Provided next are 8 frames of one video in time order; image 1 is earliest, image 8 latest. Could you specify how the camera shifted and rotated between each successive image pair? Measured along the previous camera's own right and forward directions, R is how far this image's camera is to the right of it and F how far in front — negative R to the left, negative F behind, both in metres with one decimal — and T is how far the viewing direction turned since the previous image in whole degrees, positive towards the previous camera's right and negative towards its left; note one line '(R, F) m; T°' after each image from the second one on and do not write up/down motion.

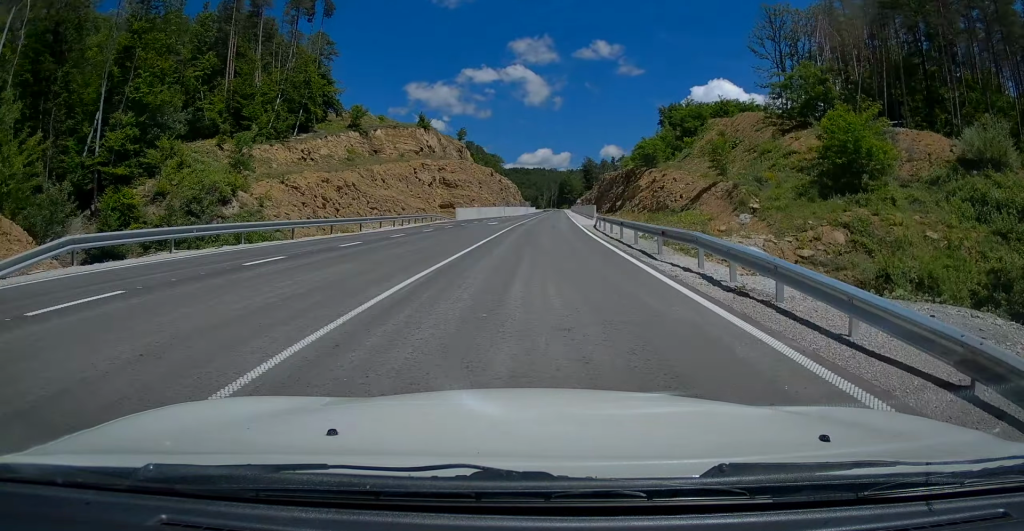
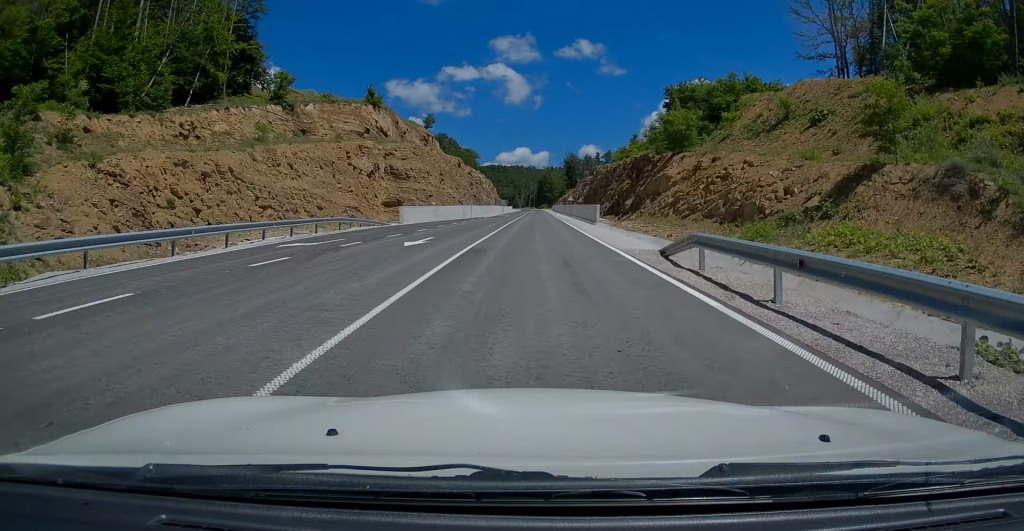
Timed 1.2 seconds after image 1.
(+0.3, +23.6) m; +2°
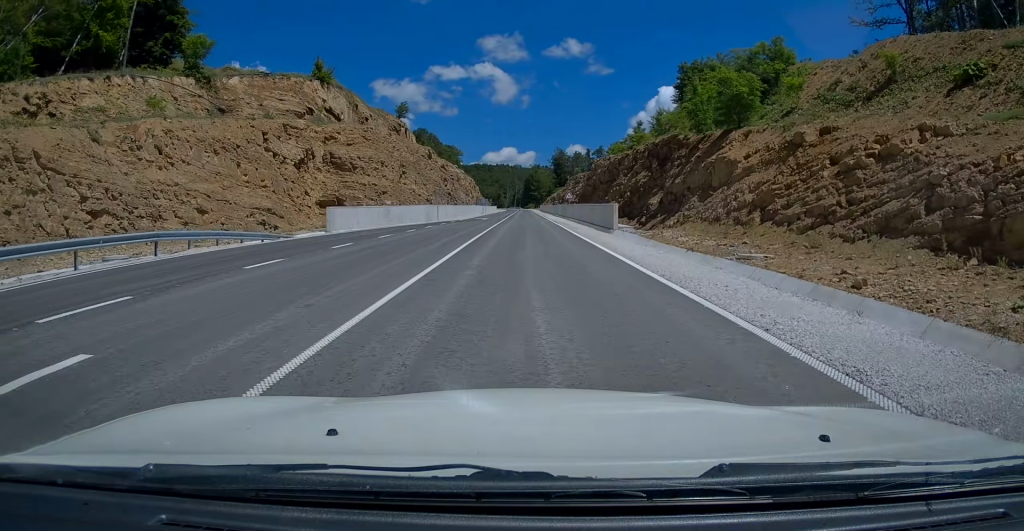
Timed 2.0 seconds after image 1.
(+0.2, +17.5) m; +1°
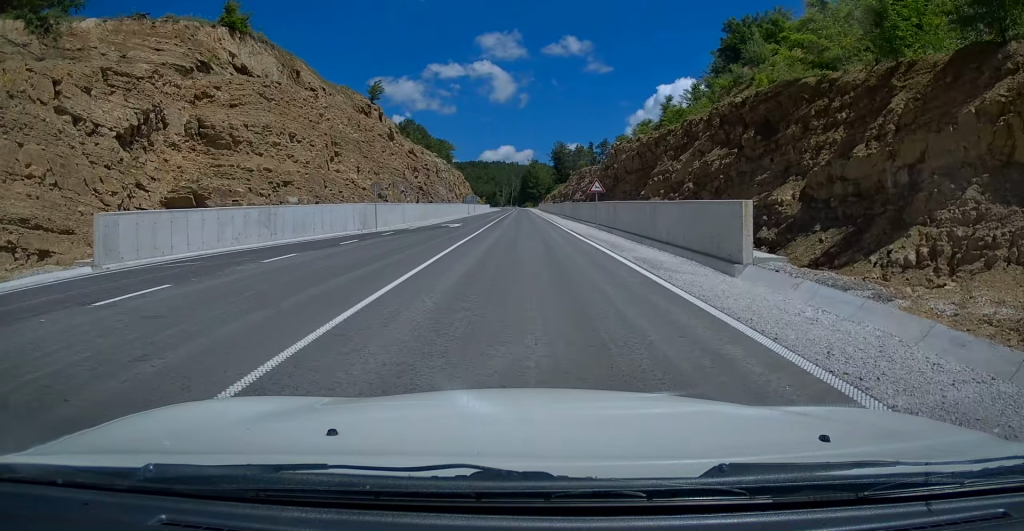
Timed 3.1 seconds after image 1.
(+0.1, +22.2) m; 0°
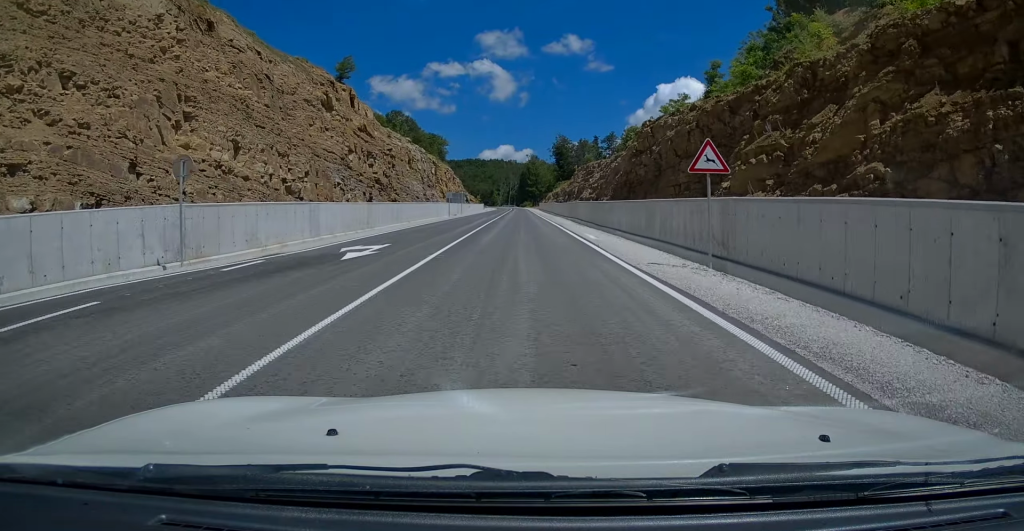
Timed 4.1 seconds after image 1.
(0.0, +19.5) m; 0°
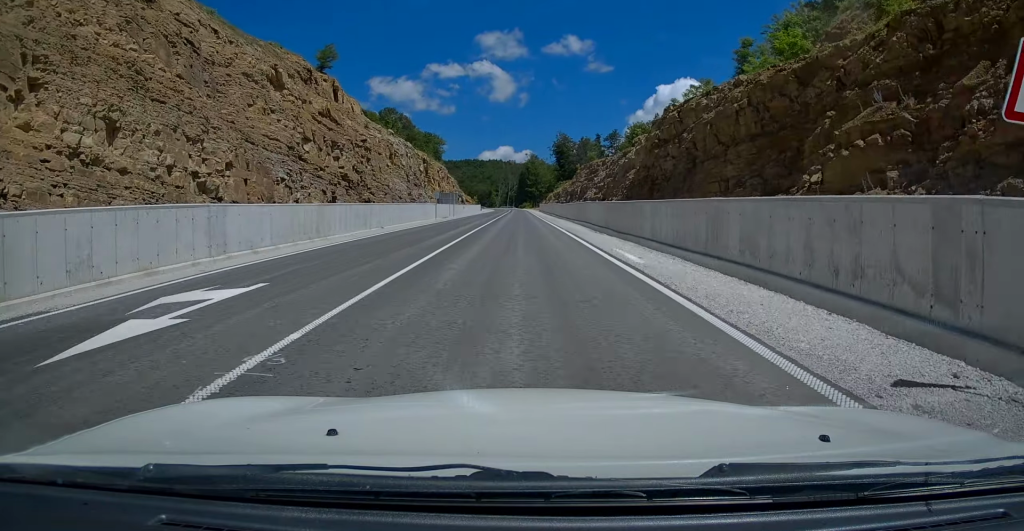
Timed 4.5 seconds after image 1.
(0.0, +8.7) m; 0°
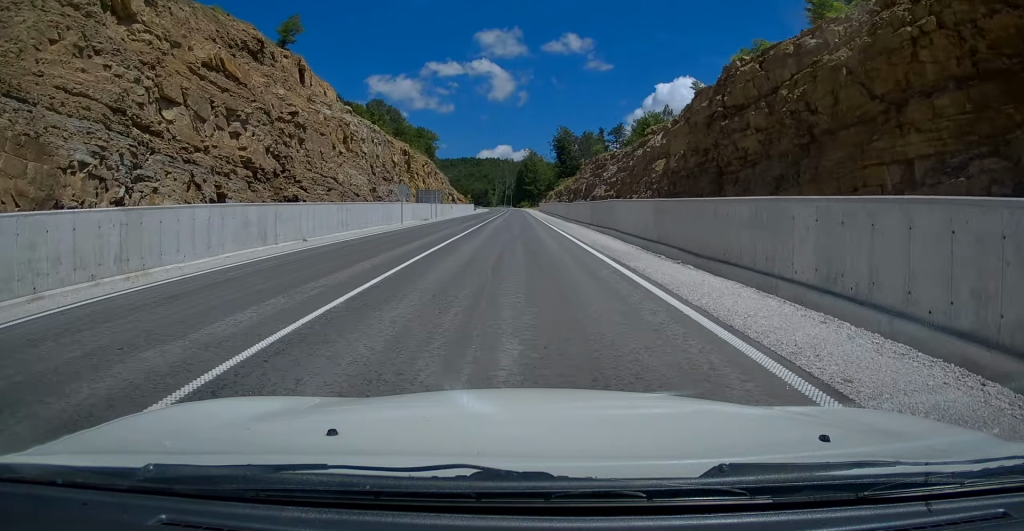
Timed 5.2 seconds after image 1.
(+0.1, +14.1) m; 0°
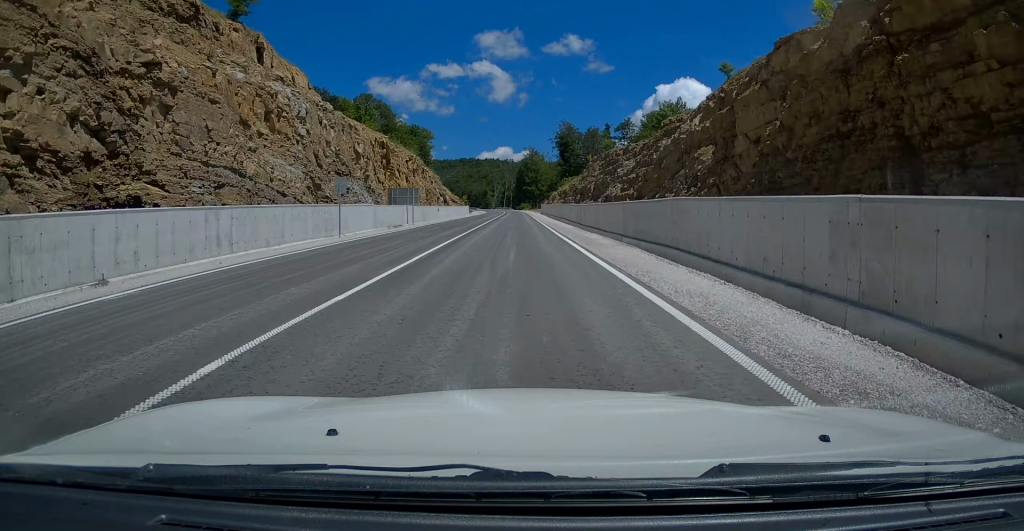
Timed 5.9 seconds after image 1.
(+0.1, +13.4) m; 0°
